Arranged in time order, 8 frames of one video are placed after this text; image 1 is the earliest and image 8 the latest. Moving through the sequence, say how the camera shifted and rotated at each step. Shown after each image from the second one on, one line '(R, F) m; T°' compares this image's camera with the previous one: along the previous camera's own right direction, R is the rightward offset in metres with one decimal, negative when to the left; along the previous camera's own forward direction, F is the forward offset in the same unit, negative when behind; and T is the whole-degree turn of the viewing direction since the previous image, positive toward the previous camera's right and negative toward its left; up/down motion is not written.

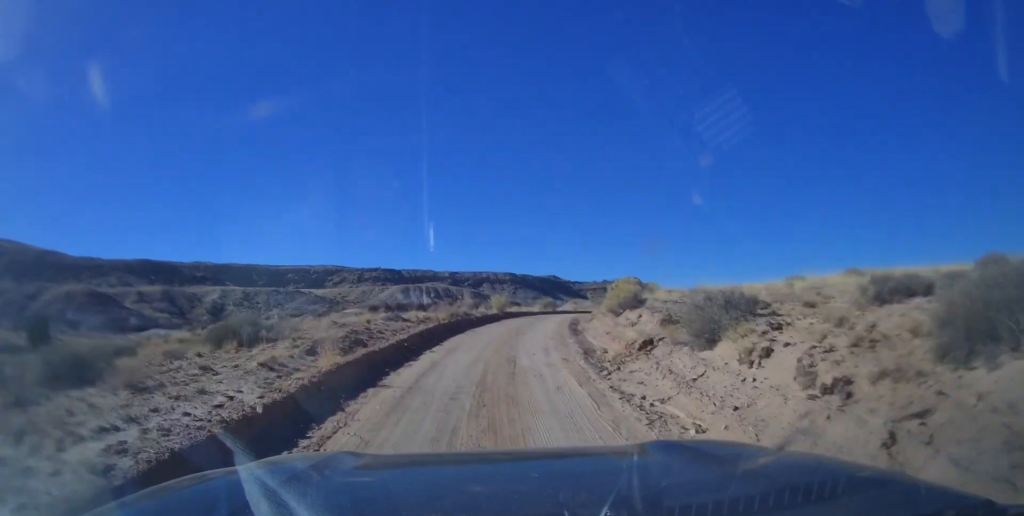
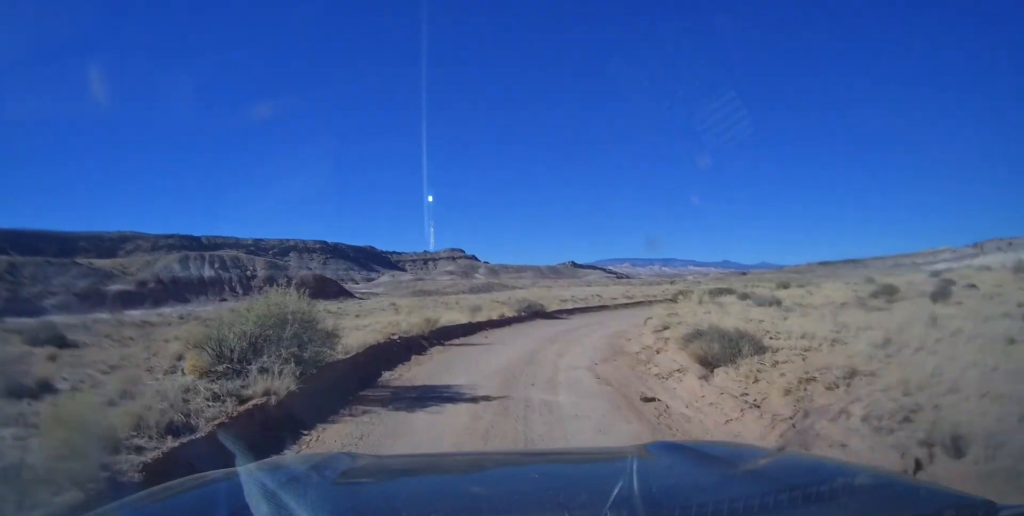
(+3.4, +42.5) m; +12°
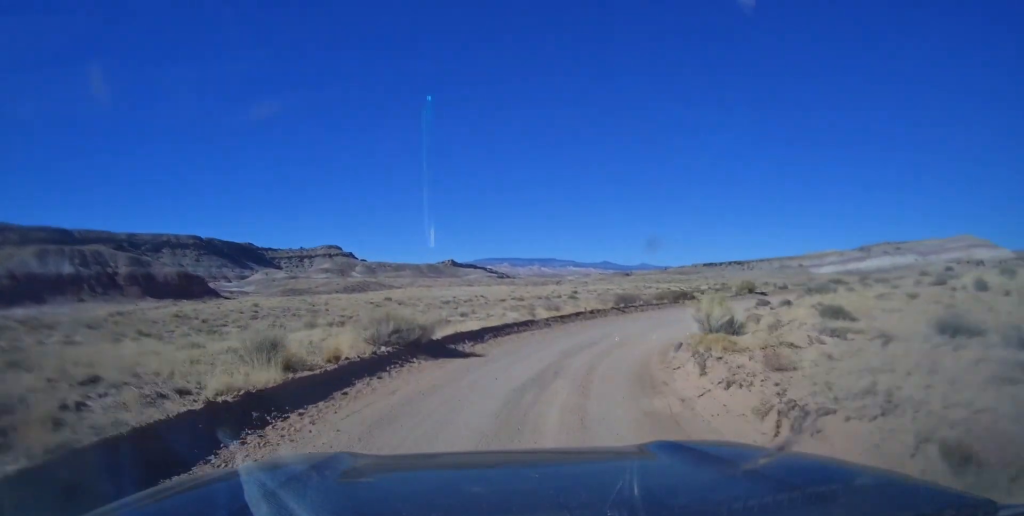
(+0.6, +13.5) m; +8°
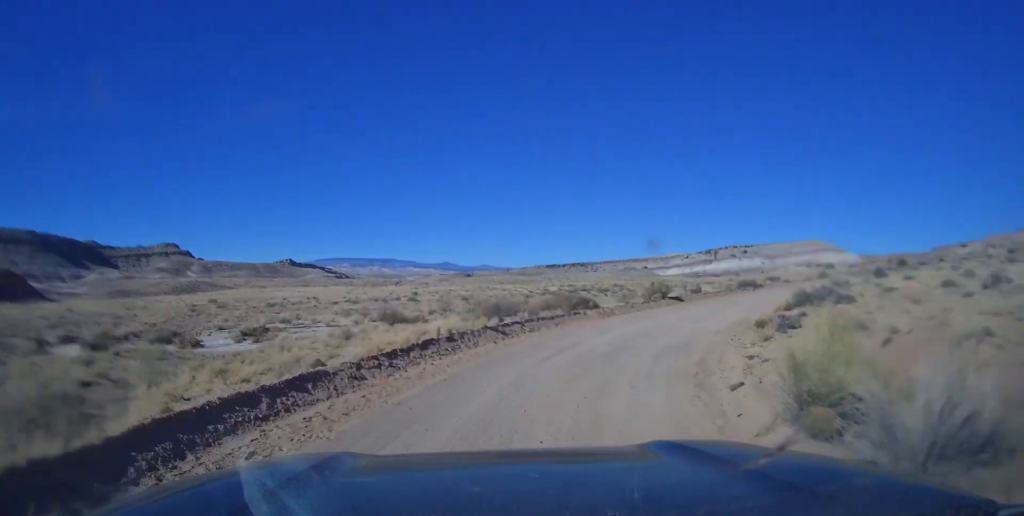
(-0.3, +11.9) m; +10°
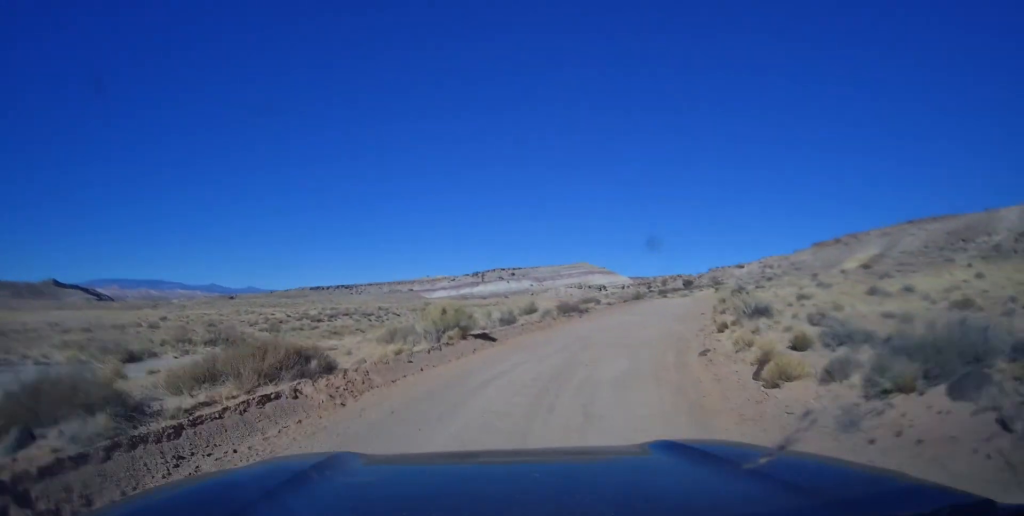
(+2.5, +12.5) m; +17°
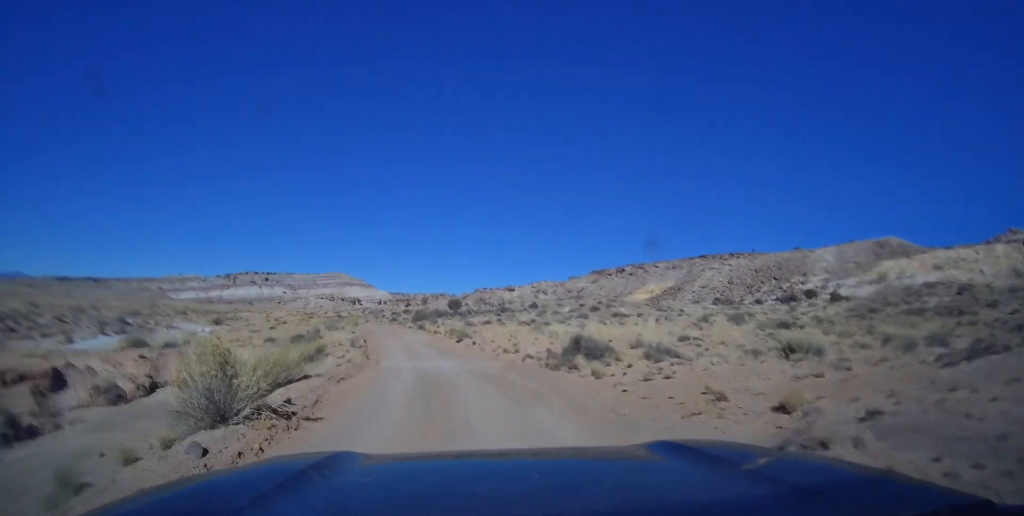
(+15.4, +36.7) m; +35°
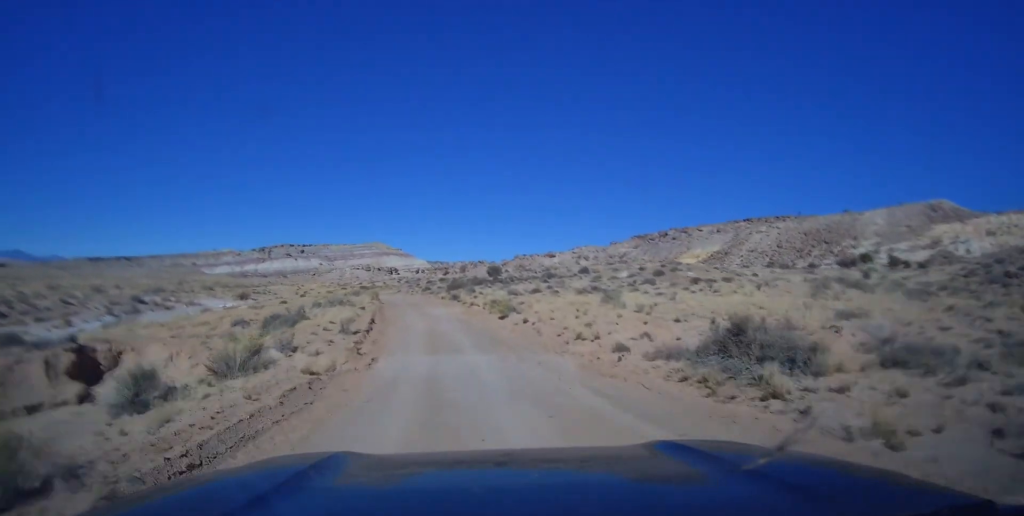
(+0.4, +9.4) m; +2°
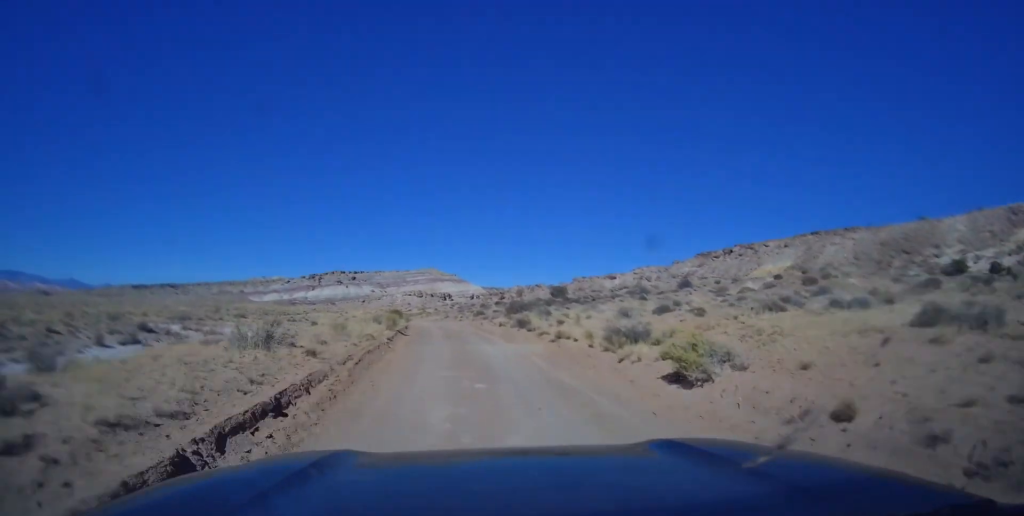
(+0.5, +17.8) m; +1°
